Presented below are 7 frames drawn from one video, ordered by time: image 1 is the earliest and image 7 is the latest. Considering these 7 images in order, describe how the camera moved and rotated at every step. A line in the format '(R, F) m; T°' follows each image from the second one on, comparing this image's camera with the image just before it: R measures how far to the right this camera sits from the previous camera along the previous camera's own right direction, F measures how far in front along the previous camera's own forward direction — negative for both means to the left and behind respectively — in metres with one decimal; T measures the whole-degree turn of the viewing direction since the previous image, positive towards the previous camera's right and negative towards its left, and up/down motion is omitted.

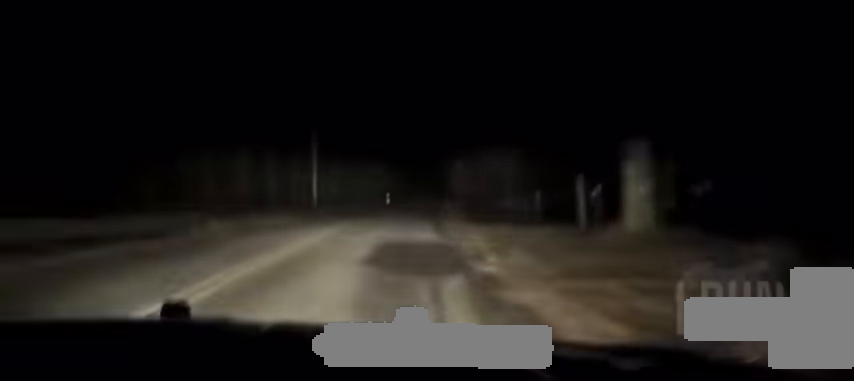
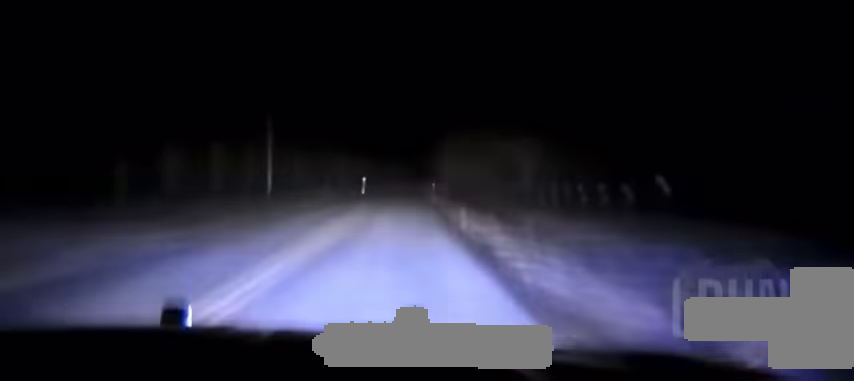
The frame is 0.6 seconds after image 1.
(+1.1, +19.5) m; +2°
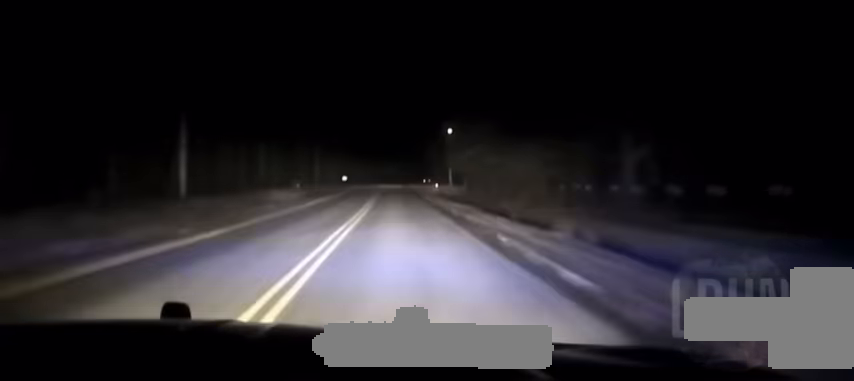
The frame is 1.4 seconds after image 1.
(+0.6, +25.9) m; +1°
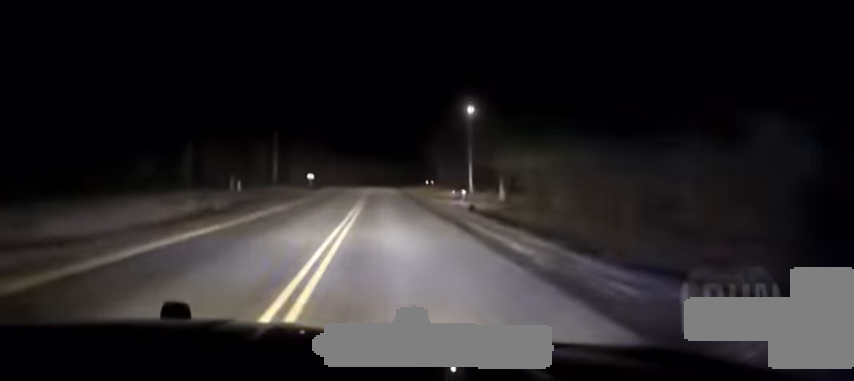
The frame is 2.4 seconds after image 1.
(+0.1, +31.3) m; 0°
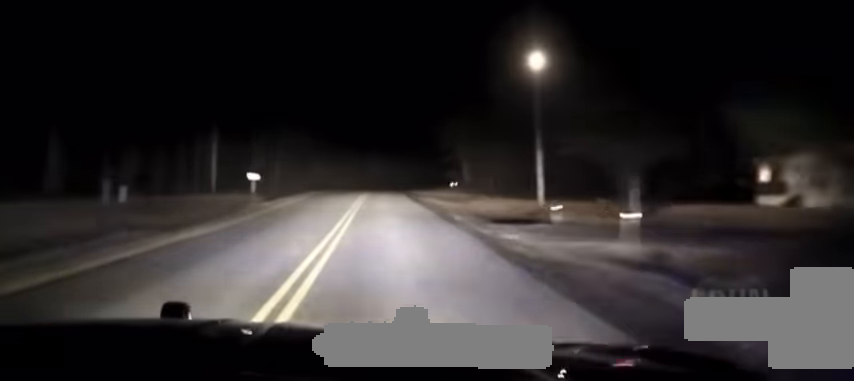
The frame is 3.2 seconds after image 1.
(0.0, +28.2) m; 0°
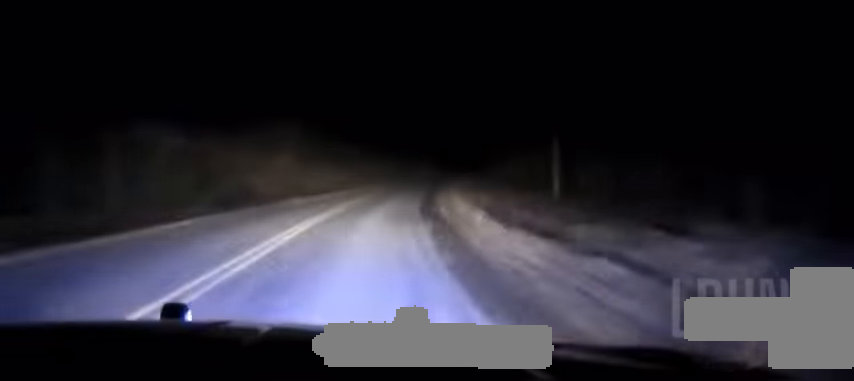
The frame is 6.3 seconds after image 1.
(+6.2, +127.3) m; +9°
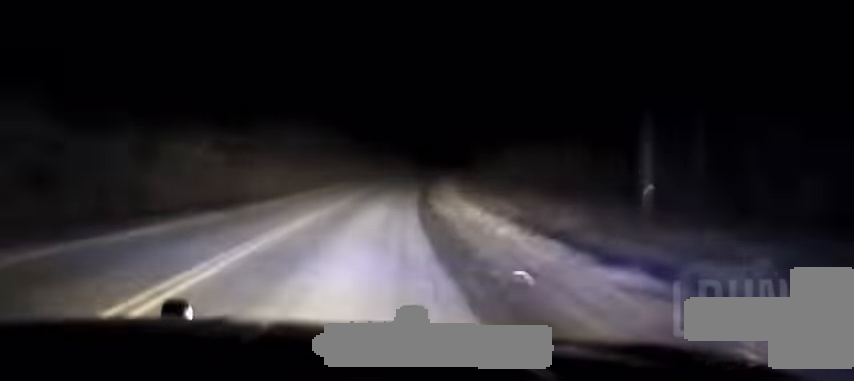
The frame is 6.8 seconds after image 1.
(+0.5, +20.7) m; +3°
